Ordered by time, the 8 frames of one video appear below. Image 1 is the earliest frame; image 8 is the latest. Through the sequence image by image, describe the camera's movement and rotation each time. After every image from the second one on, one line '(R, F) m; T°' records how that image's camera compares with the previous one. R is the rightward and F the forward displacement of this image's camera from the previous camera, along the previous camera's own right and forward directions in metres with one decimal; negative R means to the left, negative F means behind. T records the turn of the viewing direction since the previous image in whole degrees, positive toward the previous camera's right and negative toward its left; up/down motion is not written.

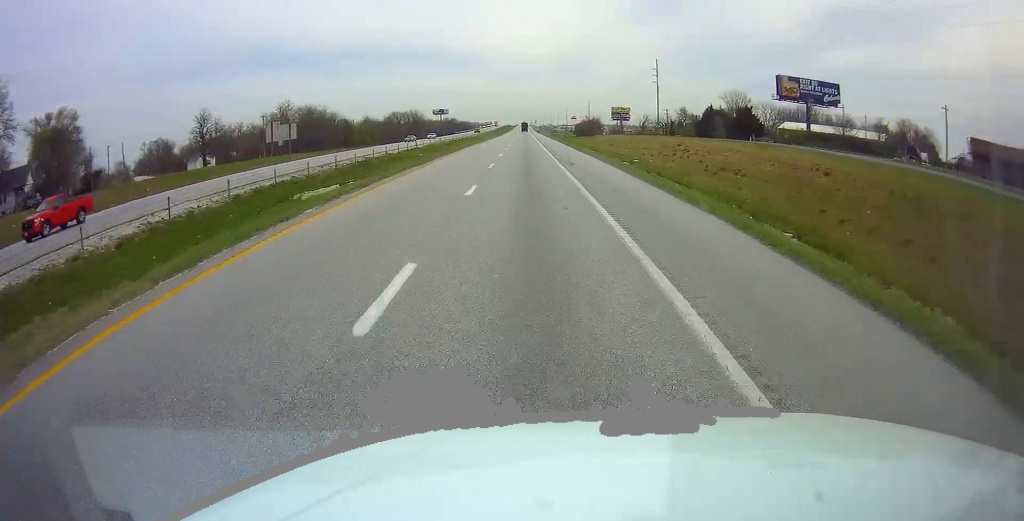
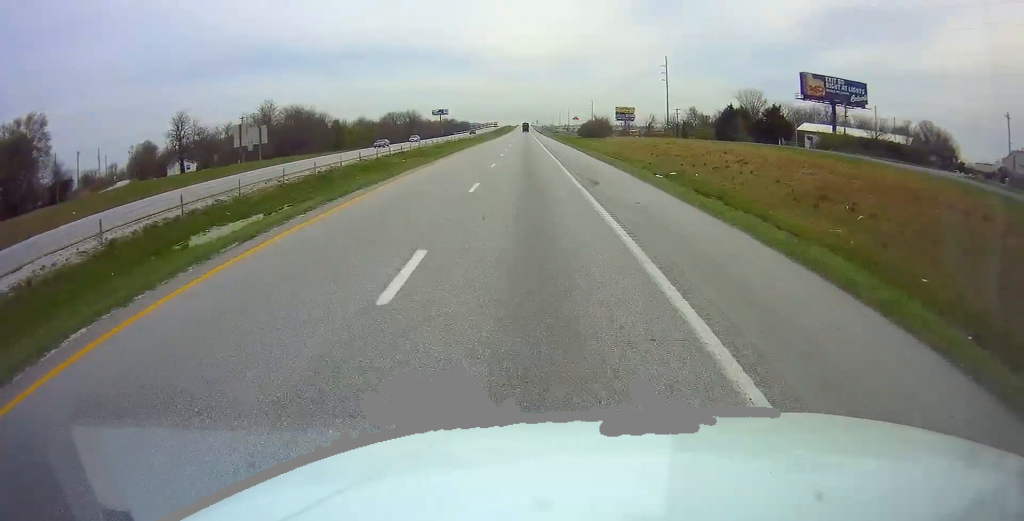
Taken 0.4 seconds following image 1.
(0.0, +9.5) m; 0°
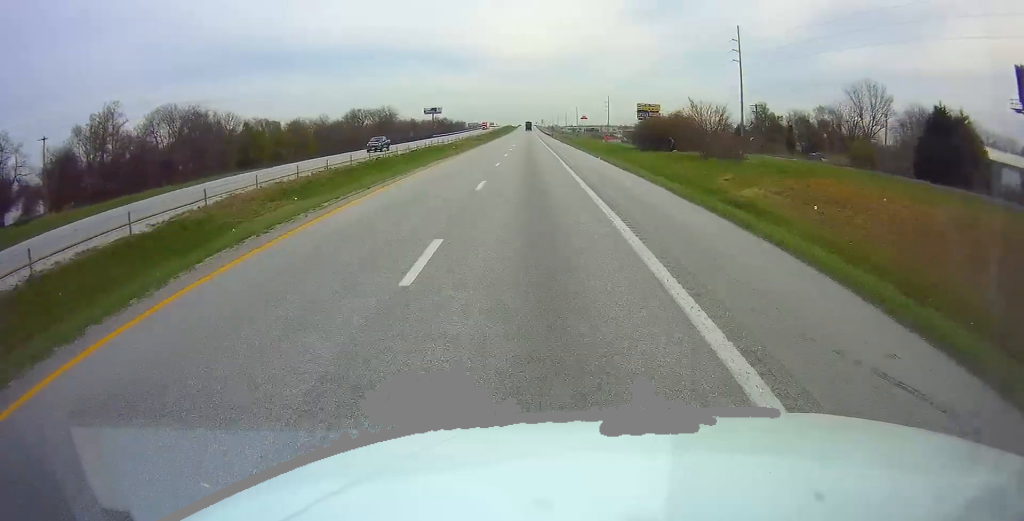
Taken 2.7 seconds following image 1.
(-0.5, +53.9) m; -1°
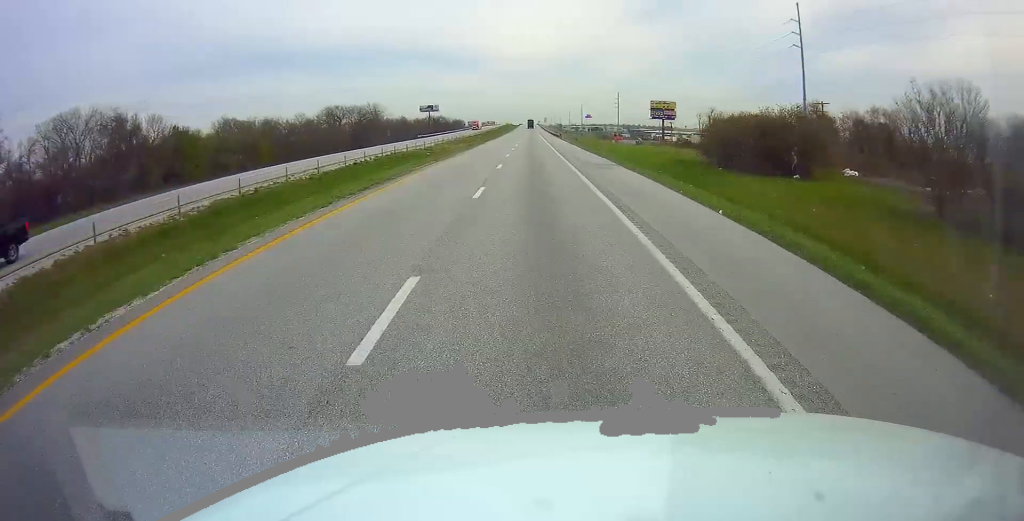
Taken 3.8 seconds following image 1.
(-0.1, +28.3) m; +1°
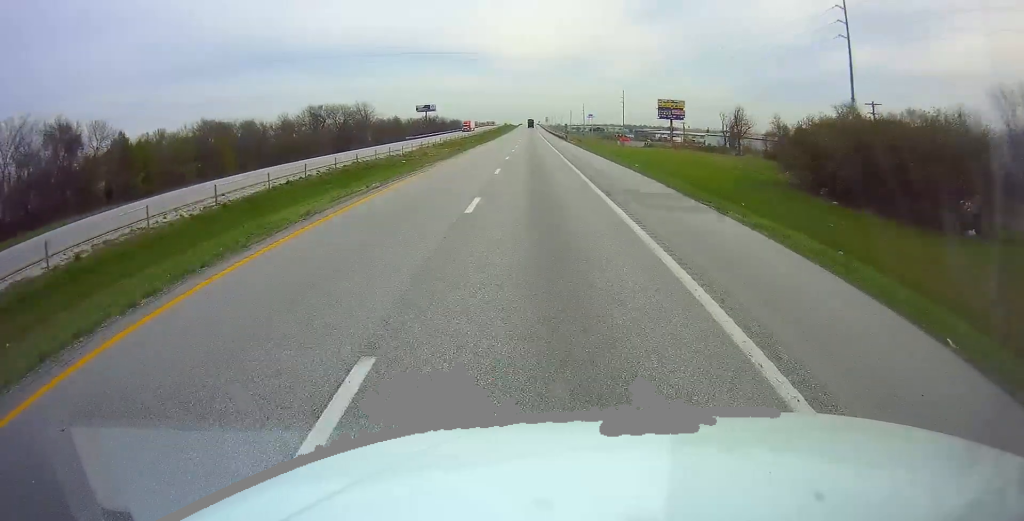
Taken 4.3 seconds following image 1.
(+0.2, +16.9) m; 0°
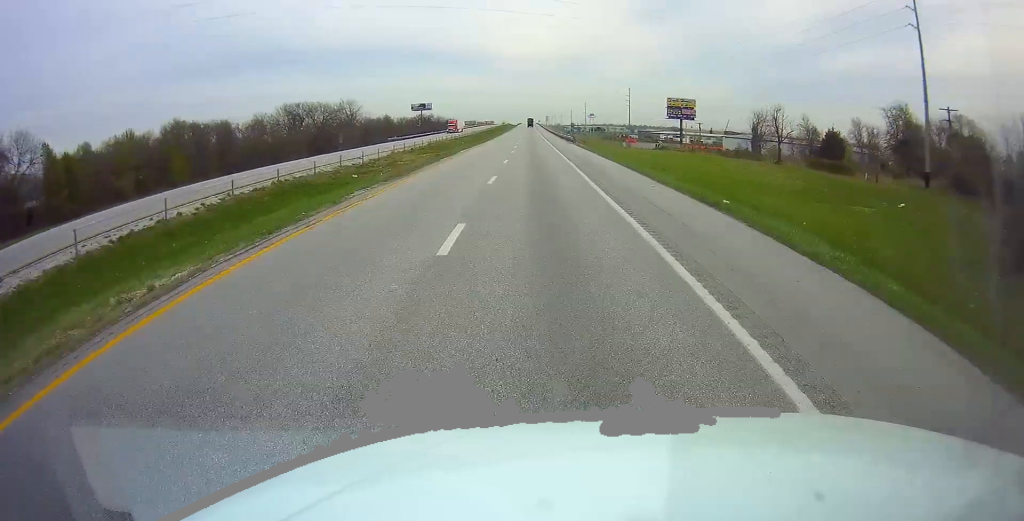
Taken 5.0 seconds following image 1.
(0.0, +17.8) m; 0°
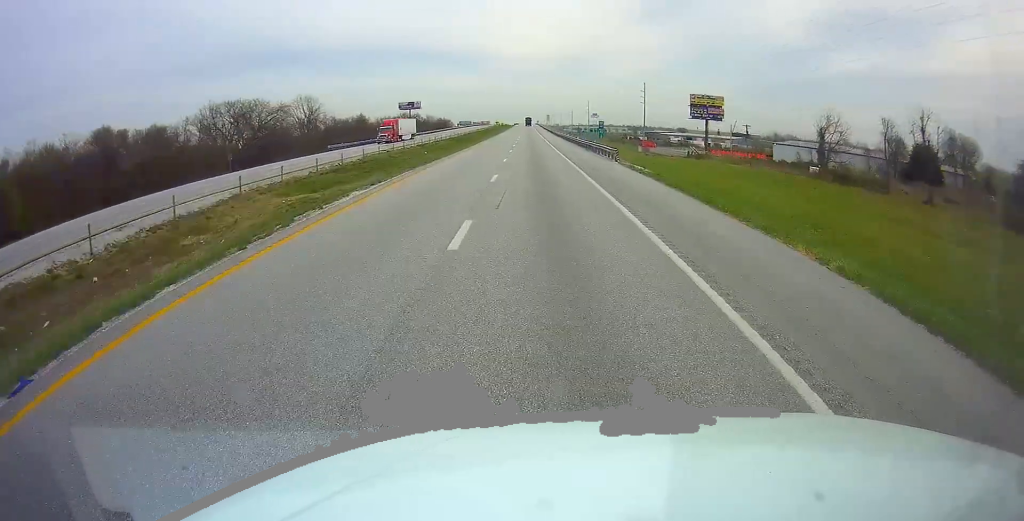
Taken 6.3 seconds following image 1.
(-0.2, +35.6) m; 0°
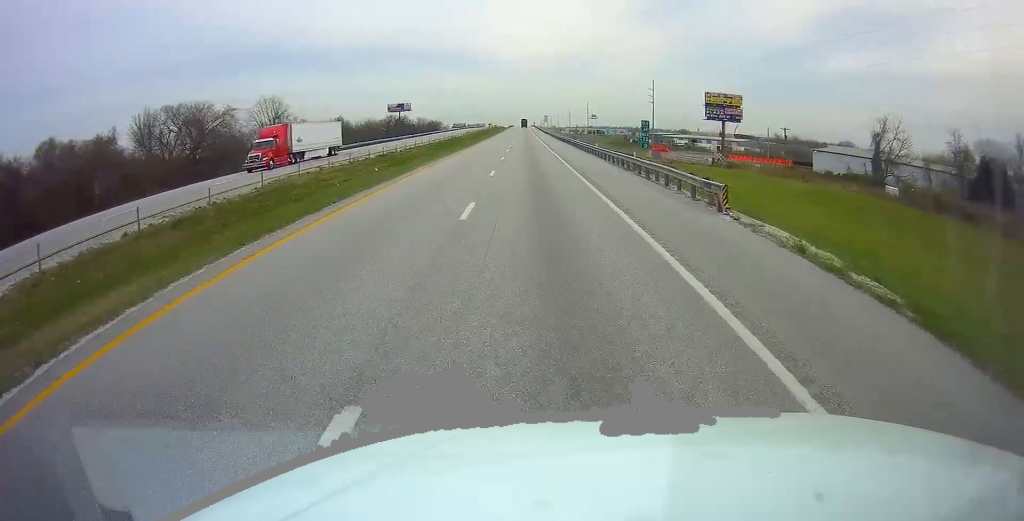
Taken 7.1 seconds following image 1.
(0.0, +19.1) m; 0°
